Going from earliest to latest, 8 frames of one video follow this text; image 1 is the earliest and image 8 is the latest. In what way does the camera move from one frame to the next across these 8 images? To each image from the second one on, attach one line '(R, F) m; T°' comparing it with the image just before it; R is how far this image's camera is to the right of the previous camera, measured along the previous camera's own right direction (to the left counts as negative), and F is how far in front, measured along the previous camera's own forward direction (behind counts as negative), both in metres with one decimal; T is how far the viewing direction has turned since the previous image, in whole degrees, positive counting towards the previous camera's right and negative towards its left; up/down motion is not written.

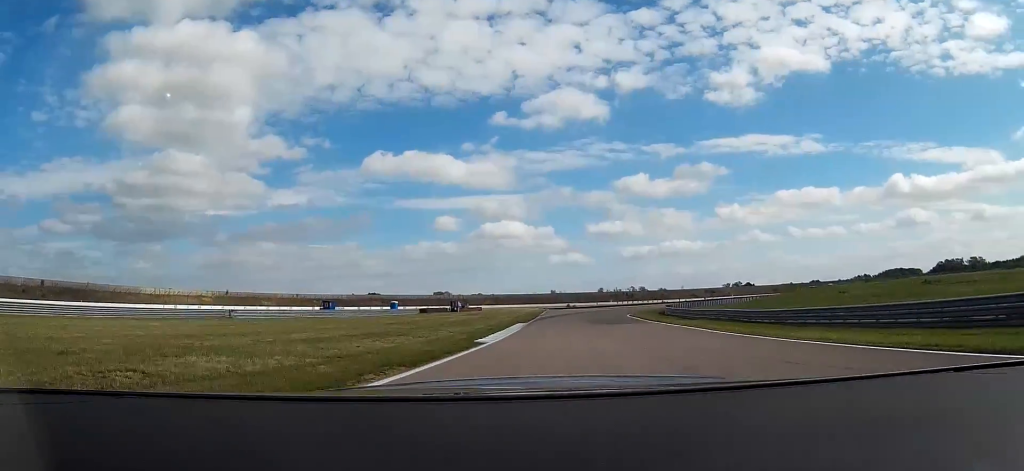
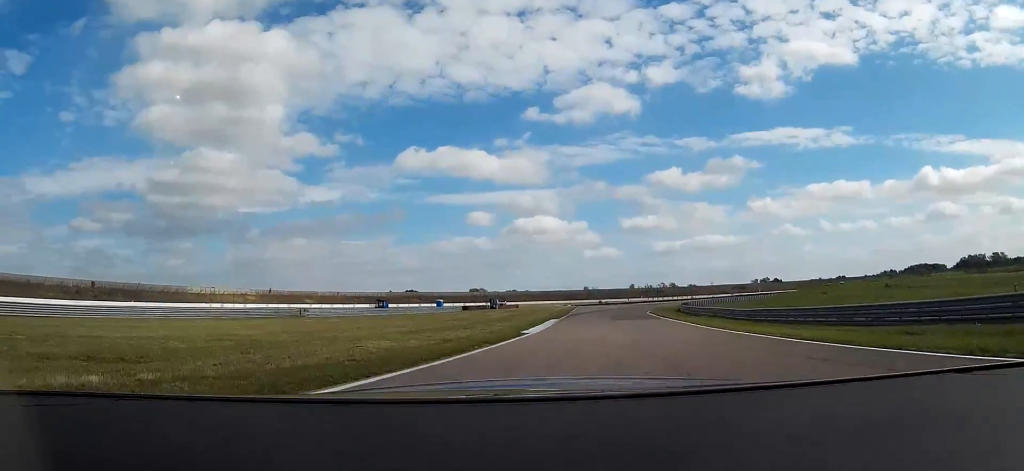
(0.0, +12.8) m; -4°
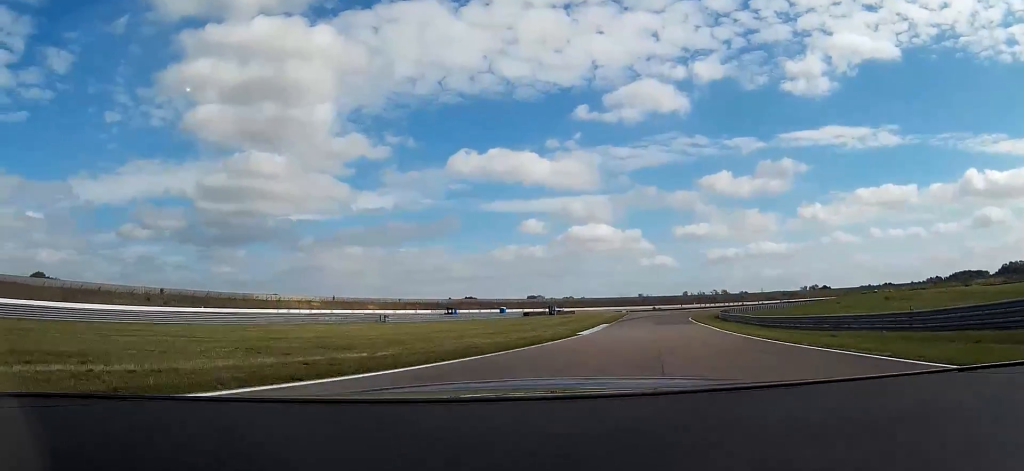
(-0.8, +11.2) m; -6°
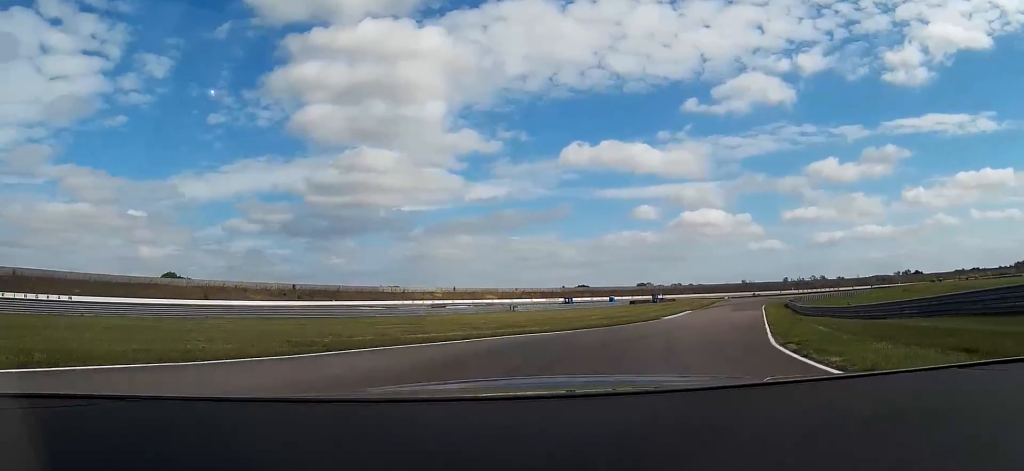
(-2.1, +21.8) m; -13°
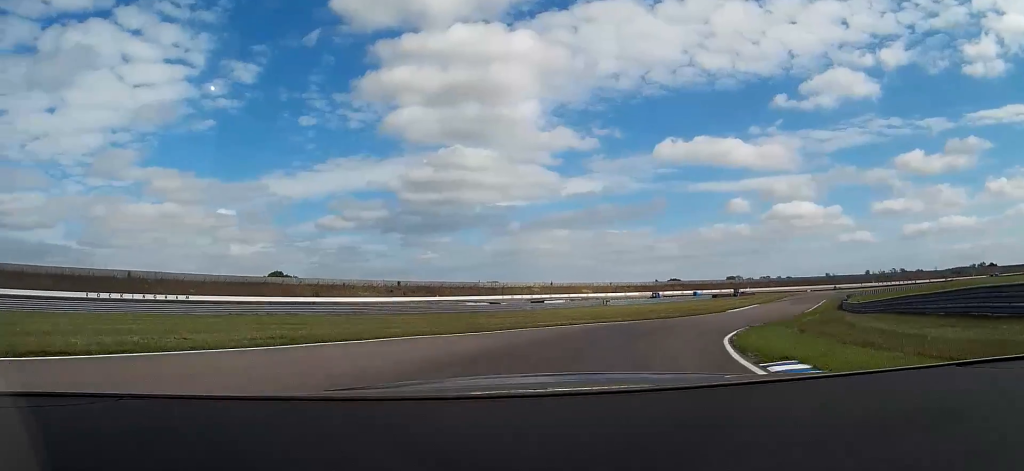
(-0.8, +15.7) m; -10°
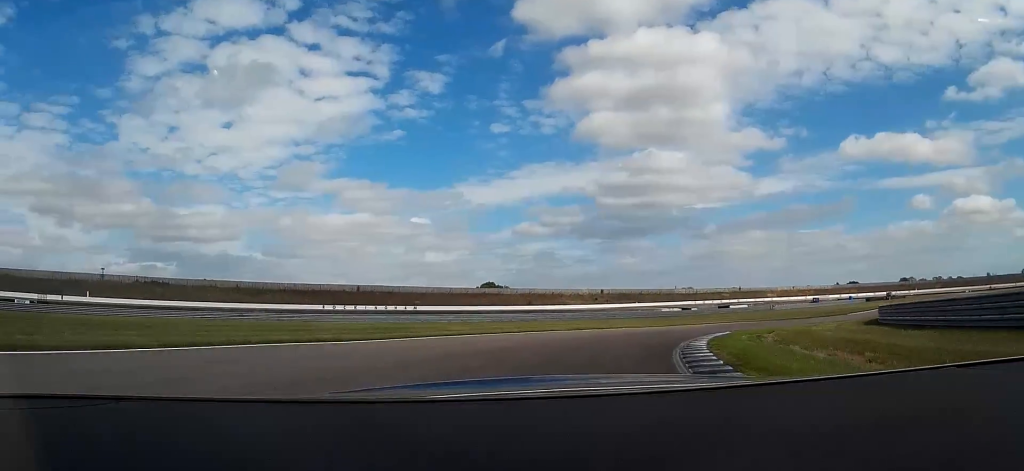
(-5.6, +30.4) m; -21°
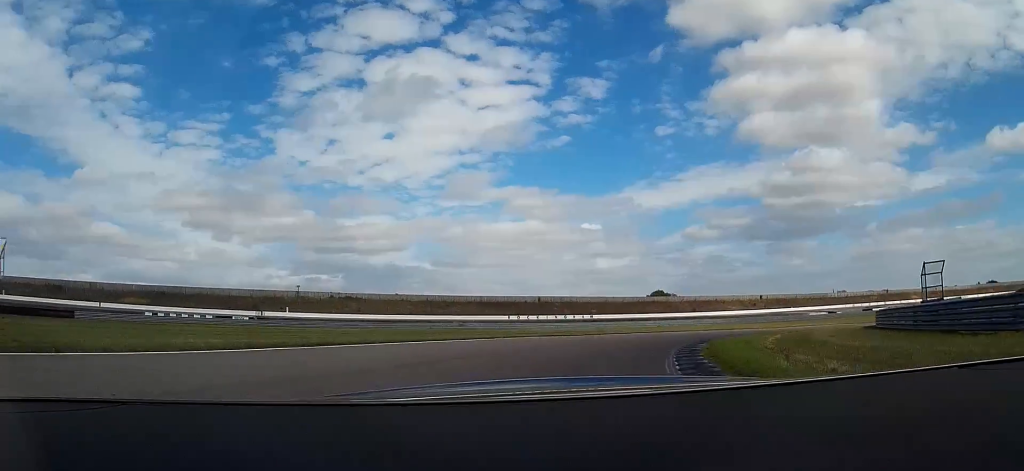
(-3.5, +24.6) m; -21°
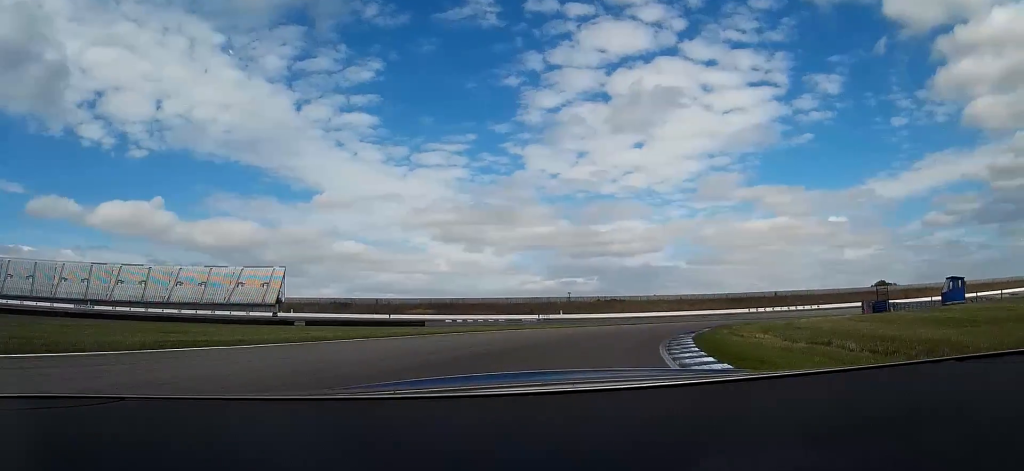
(-15.8, +45.4) m; -25°
